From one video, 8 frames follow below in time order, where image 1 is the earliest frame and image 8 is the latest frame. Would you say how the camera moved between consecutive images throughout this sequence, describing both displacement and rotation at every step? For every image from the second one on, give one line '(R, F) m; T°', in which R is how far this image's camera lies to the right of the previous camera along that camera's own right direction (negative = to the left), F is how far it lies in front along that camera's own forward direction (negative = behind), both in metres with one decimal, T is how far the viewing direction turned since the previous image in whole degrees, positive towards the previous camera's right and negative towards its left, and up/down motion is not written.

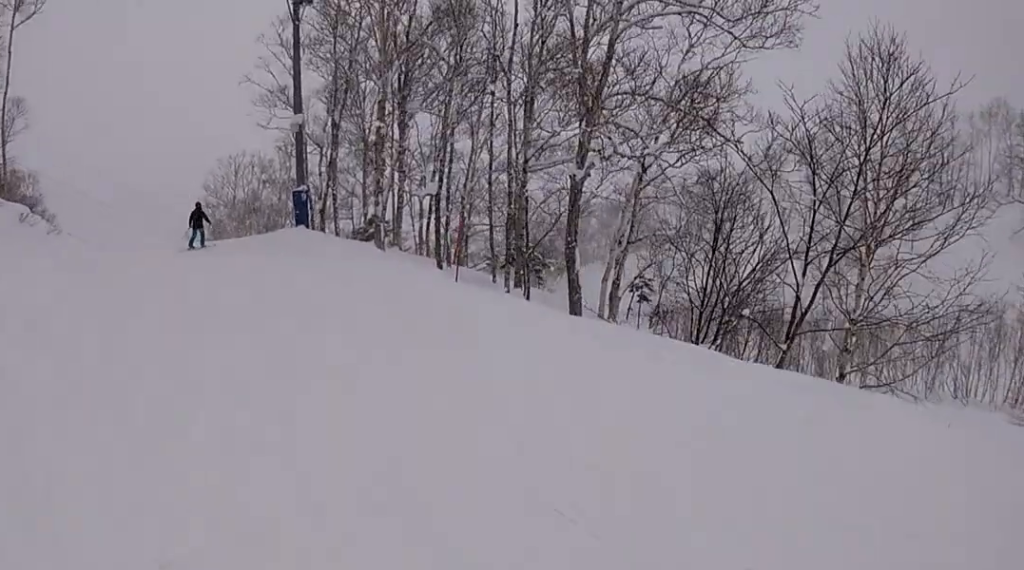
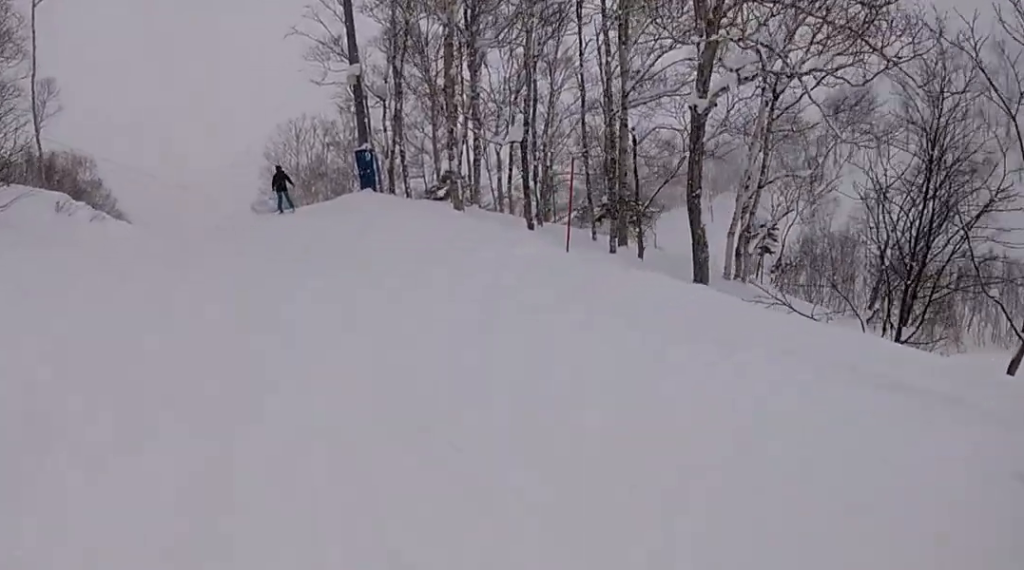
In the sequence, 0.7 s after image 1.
(+0.3, +3.0) m; 0°
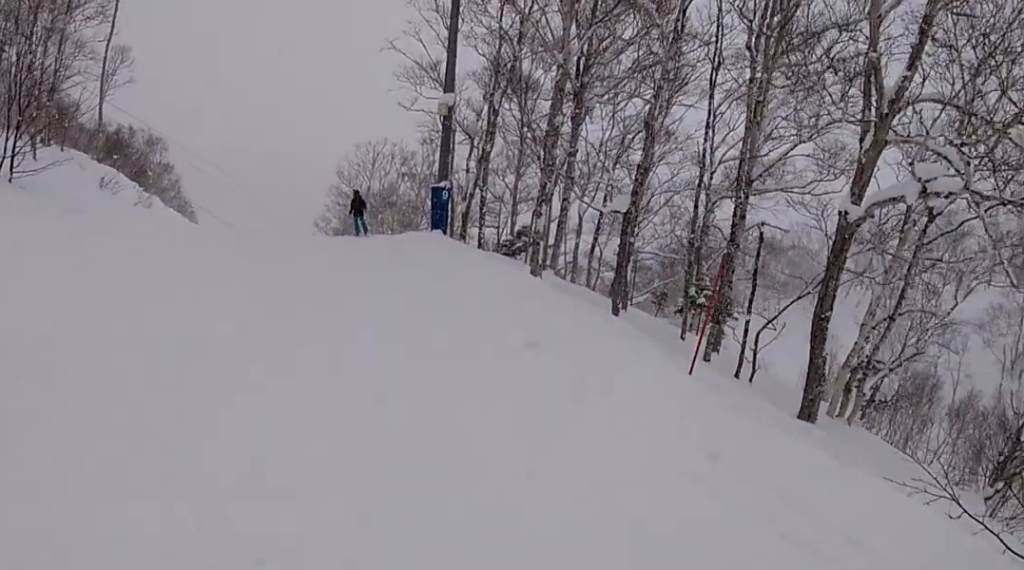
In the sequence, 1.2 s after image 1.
(-0.2, +2.5) m; -5°
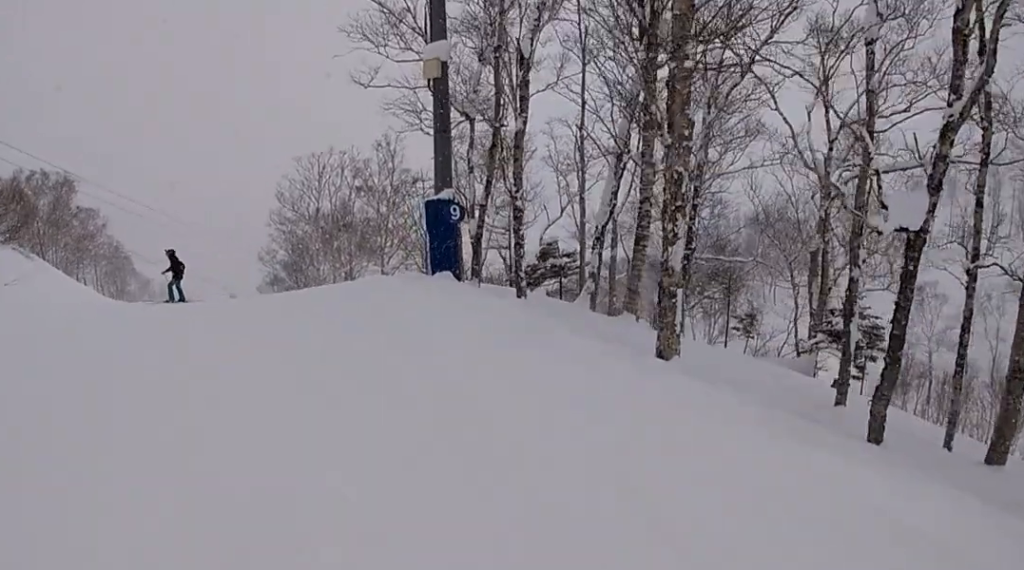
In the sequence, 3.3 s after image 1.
(-1.8, +9.2) m; -16°
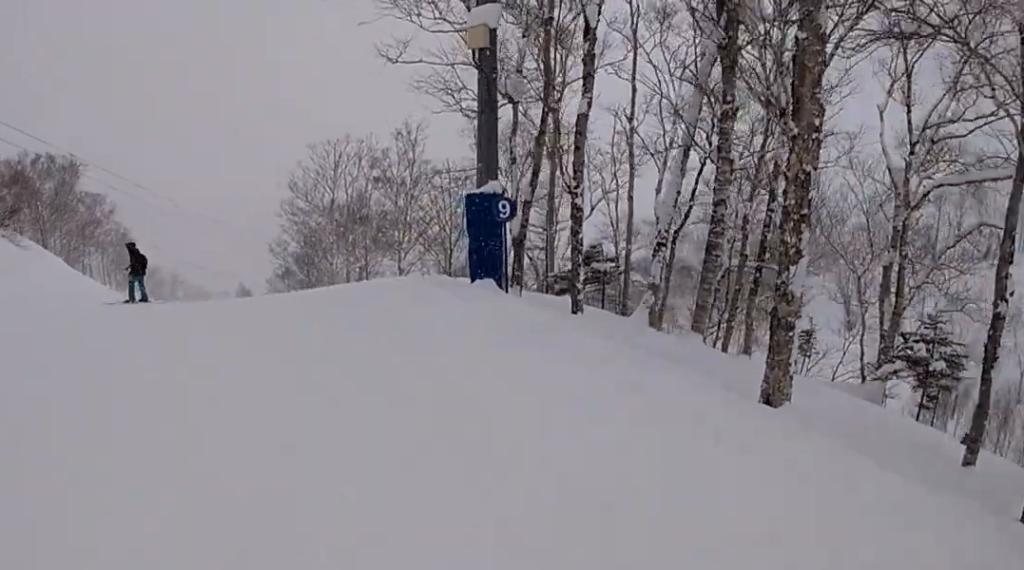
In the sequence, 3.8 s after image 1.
(-0.2, +2.3) m; 0°
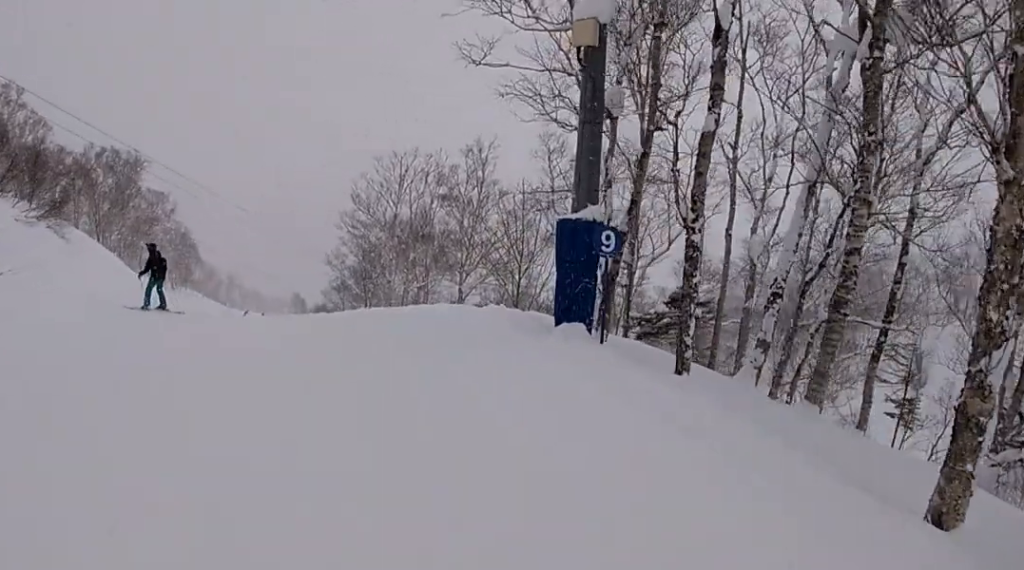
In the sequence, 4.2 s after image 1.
(+0.3, +1.9) m; 0°
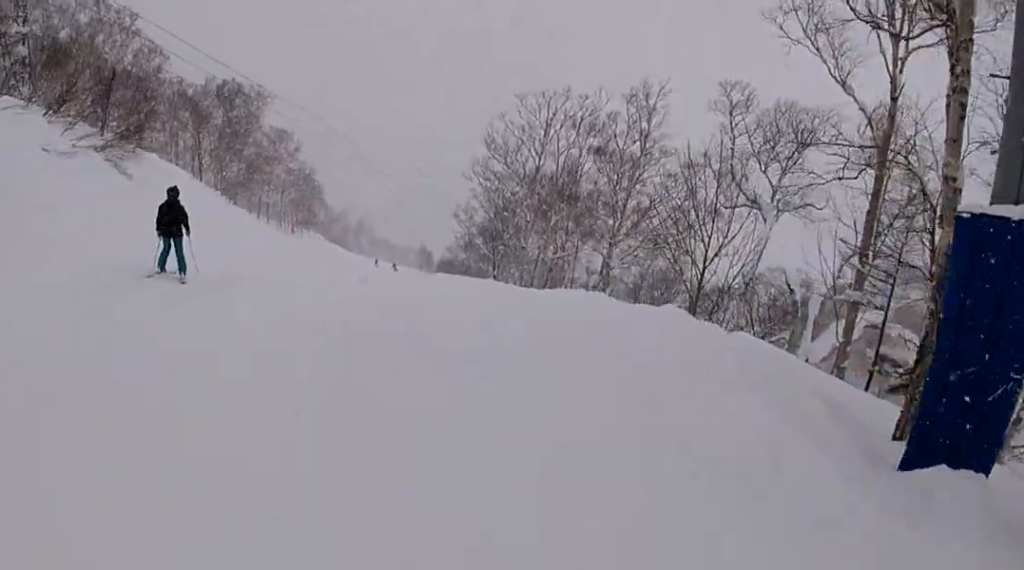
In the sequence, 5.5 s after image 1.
(-0.2, +5.7) m; 0°
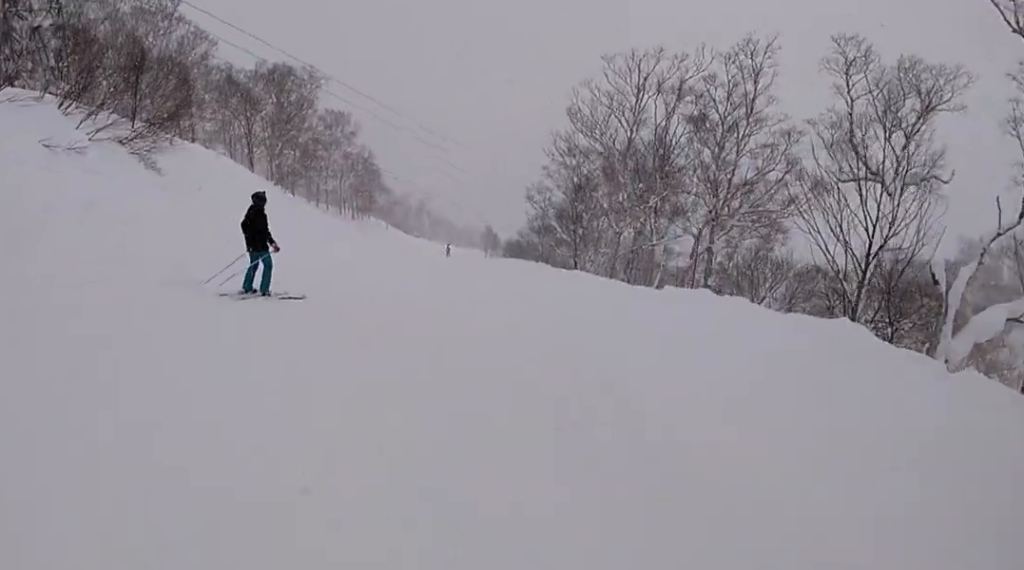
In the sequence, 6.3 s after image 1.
(+0.3, +3.8) m; 0°
